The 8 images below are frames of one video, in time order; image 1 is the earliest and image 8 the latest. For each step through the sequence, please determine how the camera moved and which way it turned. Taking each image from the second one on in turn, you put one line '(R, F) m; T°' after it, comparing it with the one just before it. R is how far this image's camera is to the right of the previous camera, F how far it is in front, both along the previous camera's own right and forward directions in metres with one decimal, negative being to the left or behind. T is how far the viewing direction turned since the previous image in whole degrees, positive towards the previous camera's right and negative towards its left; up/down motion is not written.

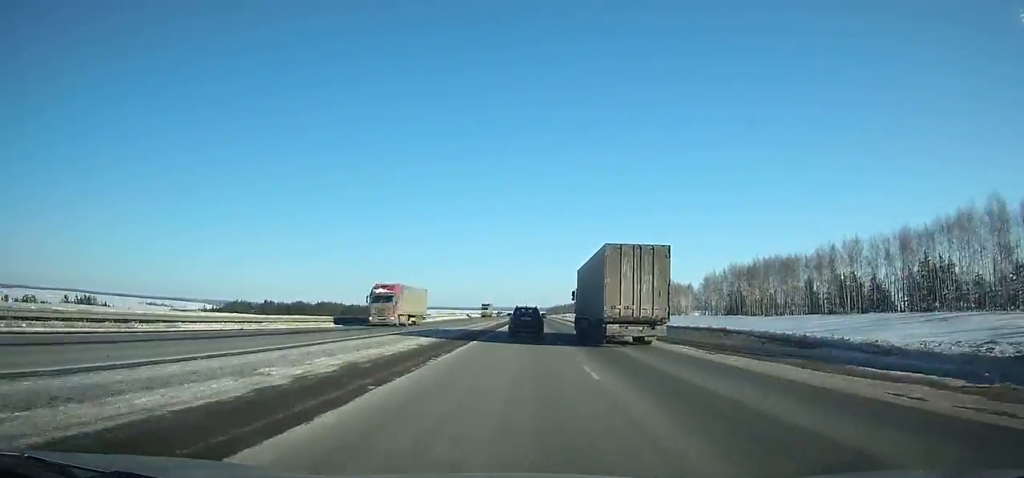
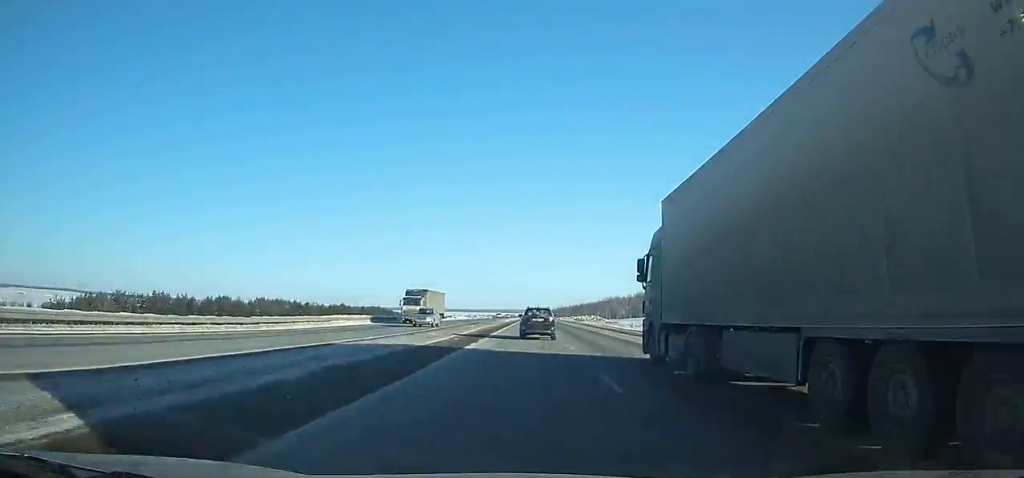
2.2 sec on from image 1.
(-0.1, +60.0) m; 0°
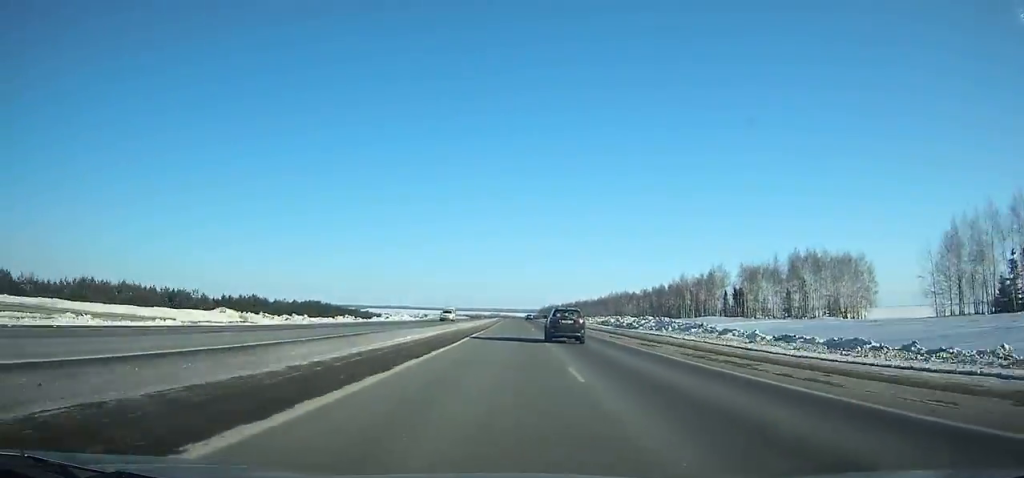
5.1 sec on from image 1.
(+0.3, +82.0) m; +1°
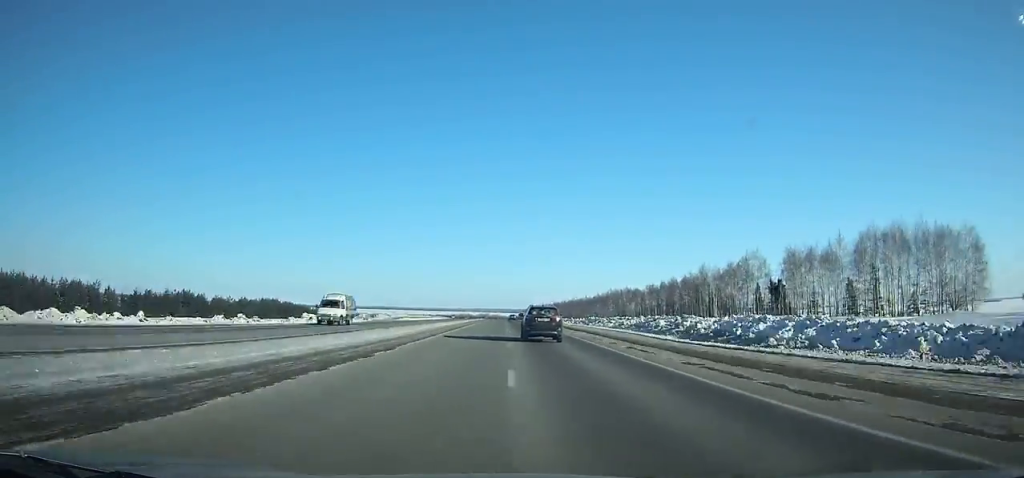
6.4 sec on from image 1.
(+0.2, +37.5) m; 0°
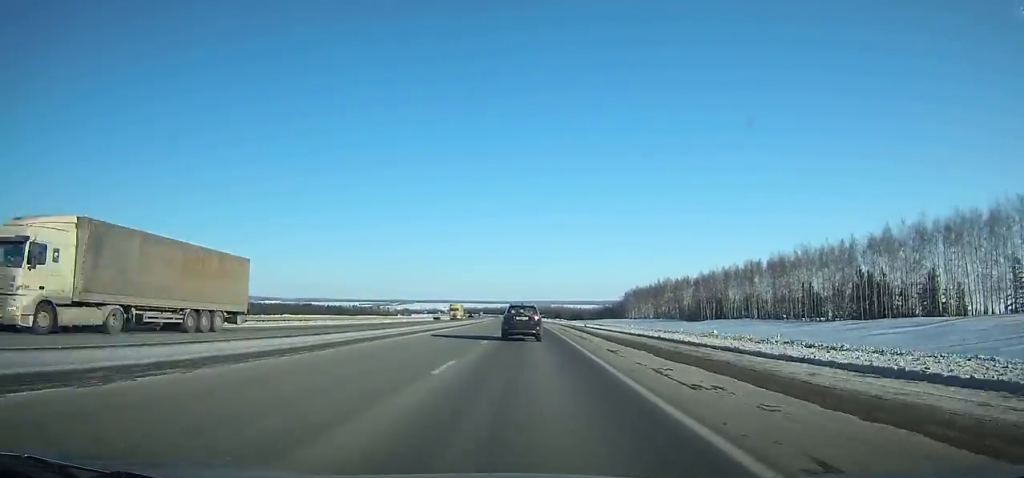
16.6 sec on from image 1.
(-10.7, +287.8) m; -5°
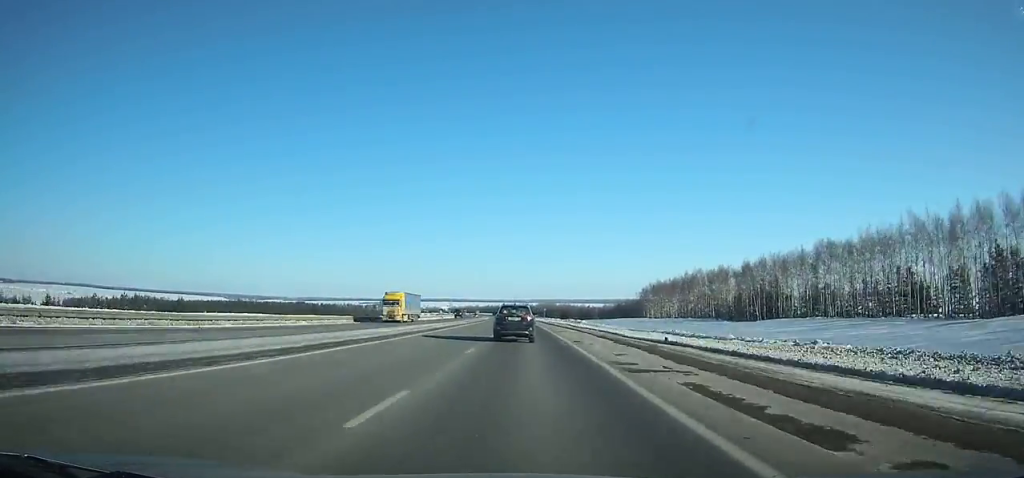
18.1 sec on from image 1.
(-0.3, +42.2) m; -1°
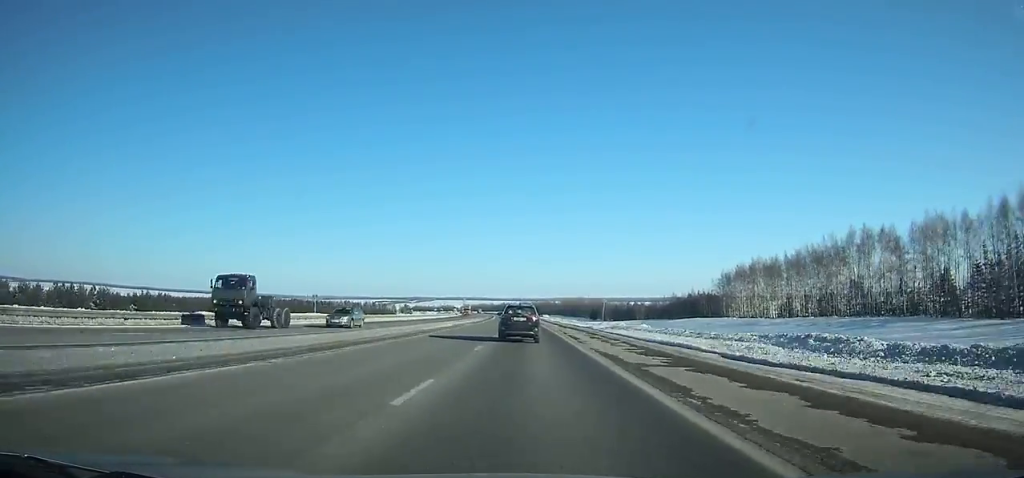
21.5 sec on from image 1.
(-1.2, +92.1) m; -2°
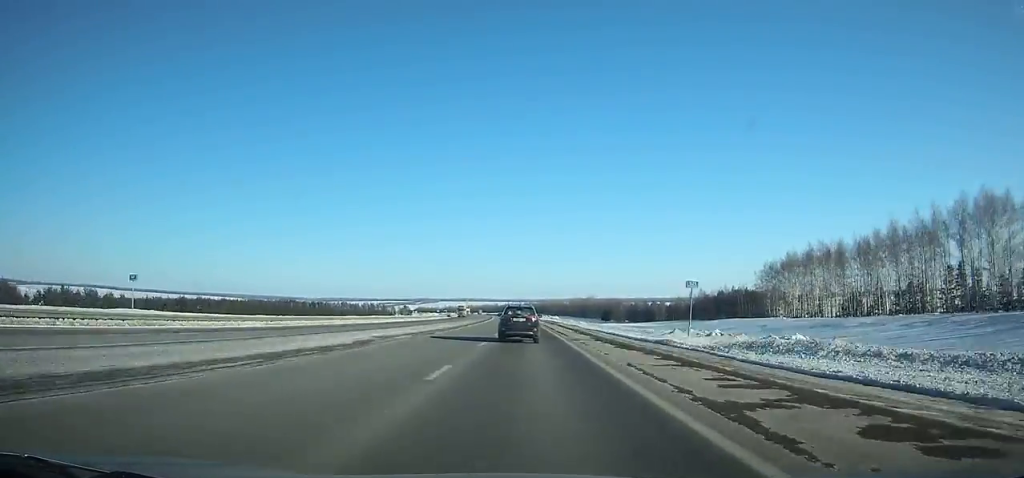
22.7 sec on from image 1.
(-0.3, +32.7) m; -1°
